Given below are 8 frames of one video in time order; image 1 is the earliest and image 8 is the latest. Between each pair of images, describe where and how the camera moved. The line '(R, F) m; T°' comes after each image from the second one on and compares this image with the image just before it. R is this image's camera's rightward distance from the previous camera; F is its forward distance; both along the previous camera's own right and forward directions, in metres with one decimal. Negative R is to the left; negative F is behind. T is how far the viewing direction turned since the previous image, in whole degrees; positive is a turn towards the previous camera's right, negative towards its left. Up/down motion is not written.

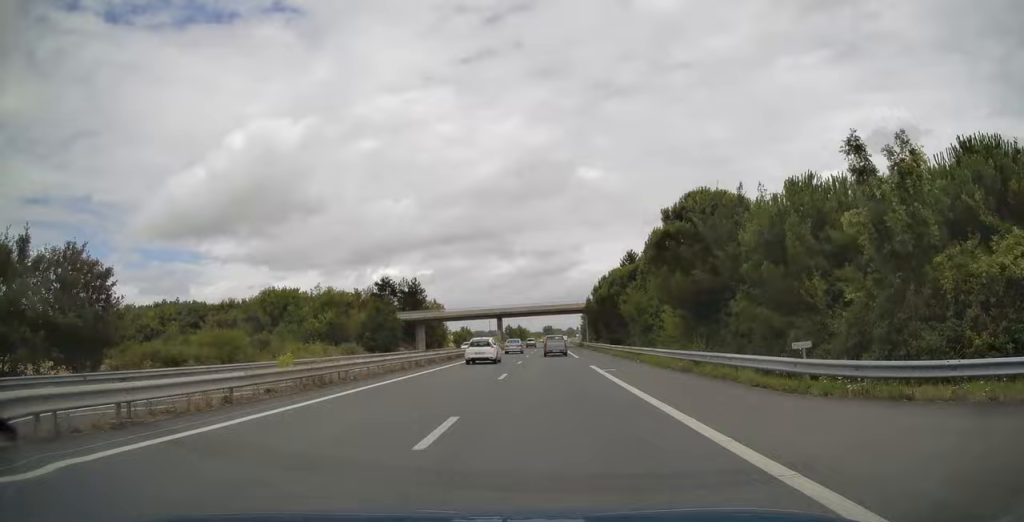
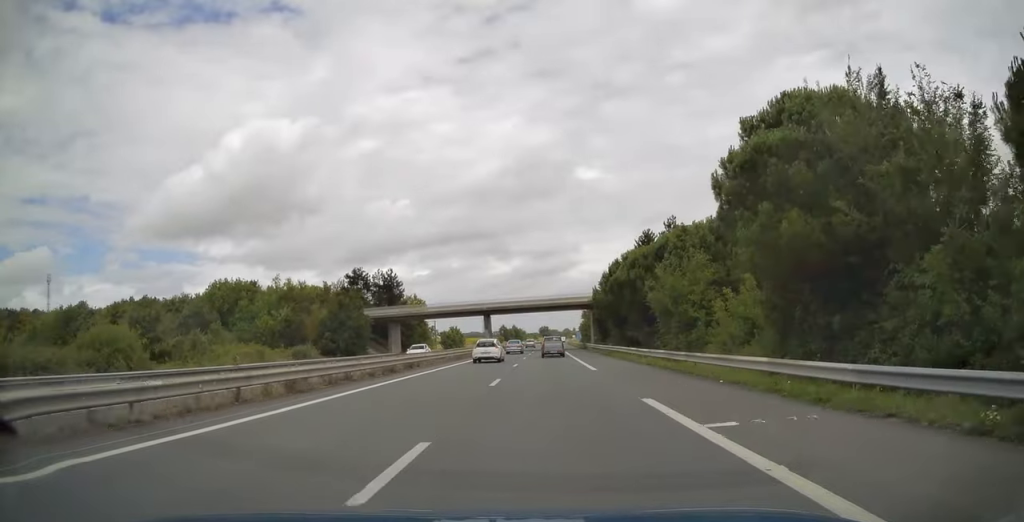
(+0.1, +15.6) m; 0°
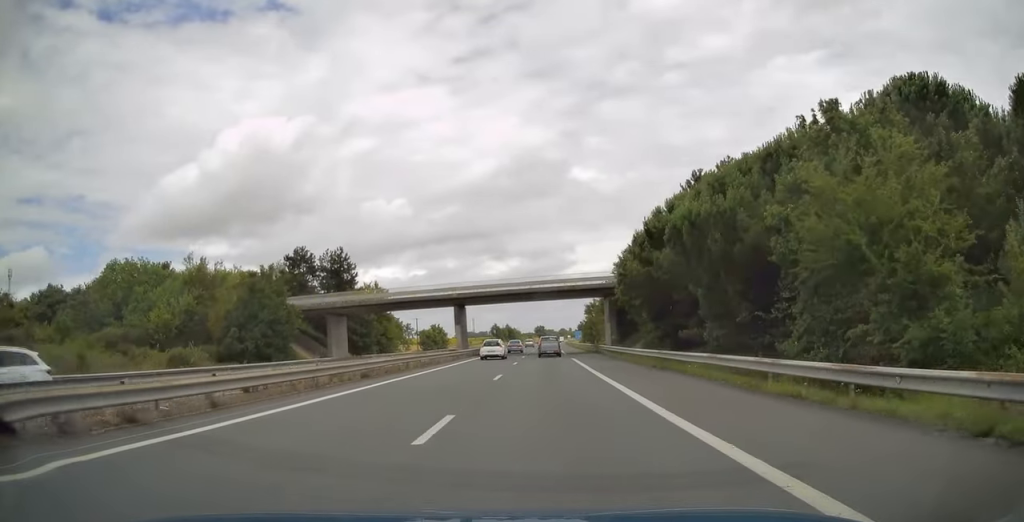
(+0.1, +23.2) m; 0°
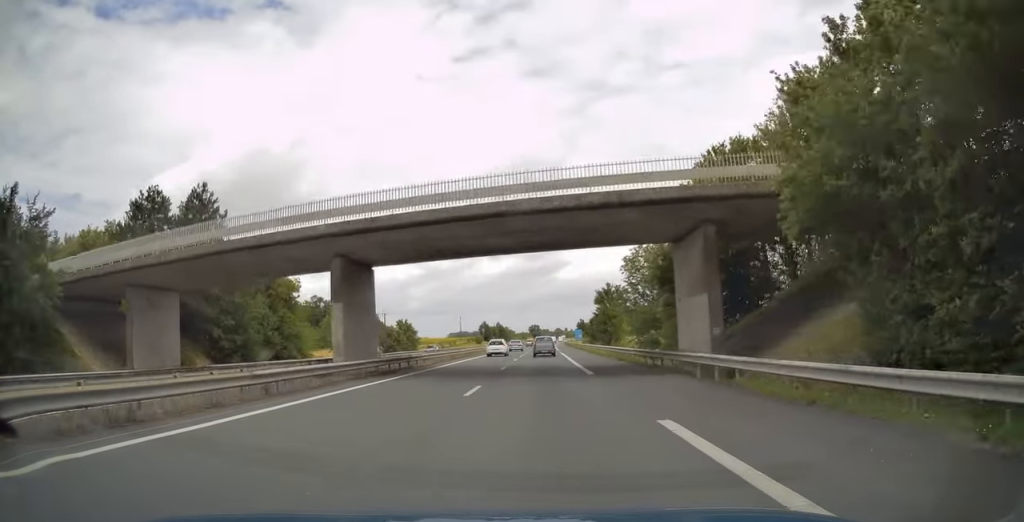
(+0.1, +32.4) m; 0°
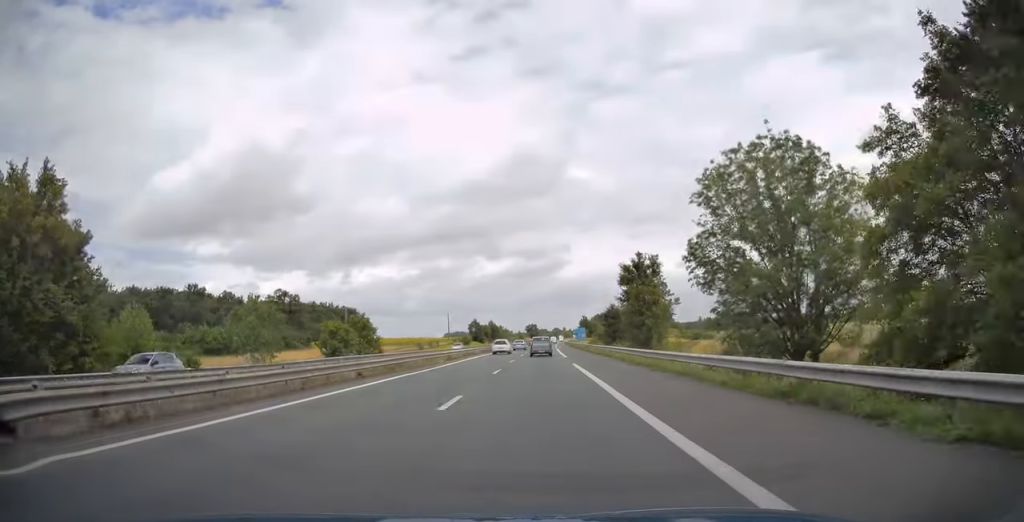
(+0.1, +29.1) m; 0°
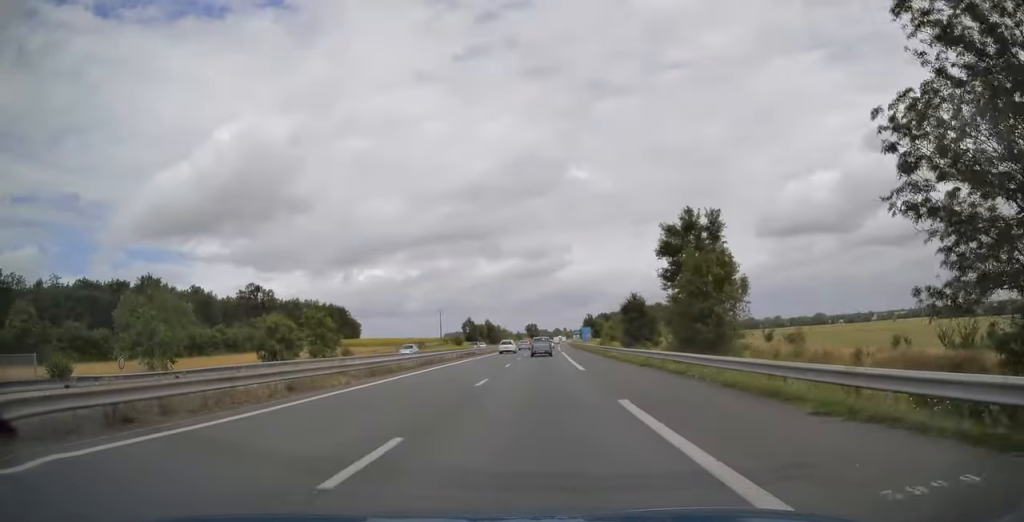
(0.0, +19.4) m; 0°
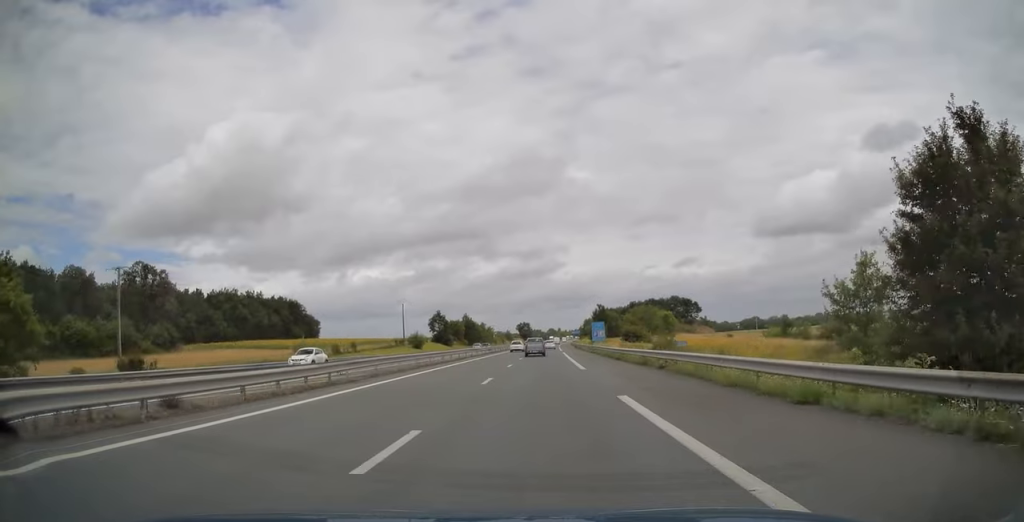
(+0.2, +51.2) m; +1°
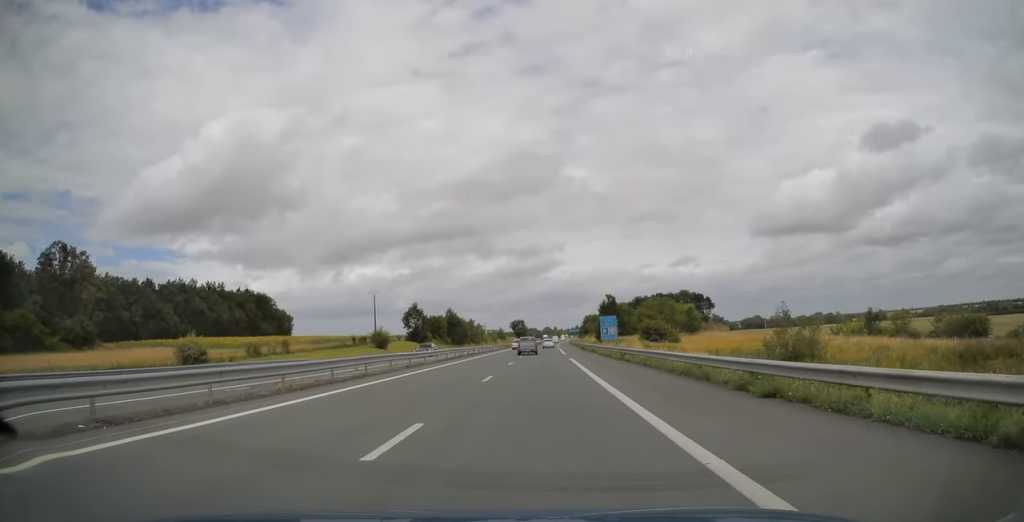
(0.0, +25.3) m; 0°
